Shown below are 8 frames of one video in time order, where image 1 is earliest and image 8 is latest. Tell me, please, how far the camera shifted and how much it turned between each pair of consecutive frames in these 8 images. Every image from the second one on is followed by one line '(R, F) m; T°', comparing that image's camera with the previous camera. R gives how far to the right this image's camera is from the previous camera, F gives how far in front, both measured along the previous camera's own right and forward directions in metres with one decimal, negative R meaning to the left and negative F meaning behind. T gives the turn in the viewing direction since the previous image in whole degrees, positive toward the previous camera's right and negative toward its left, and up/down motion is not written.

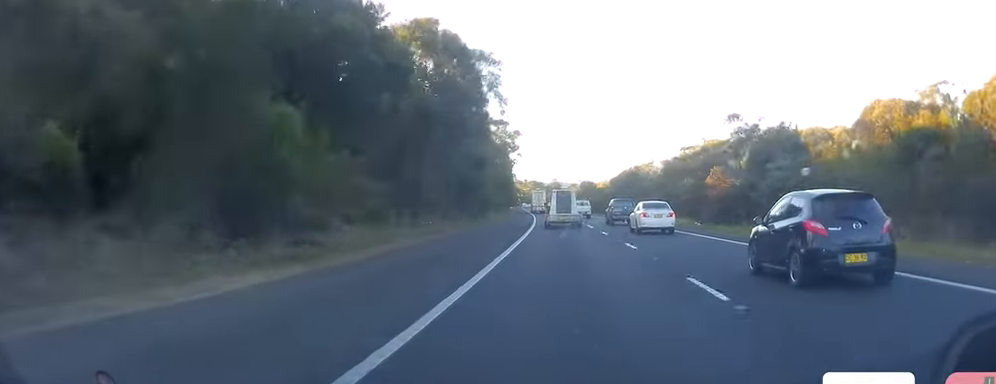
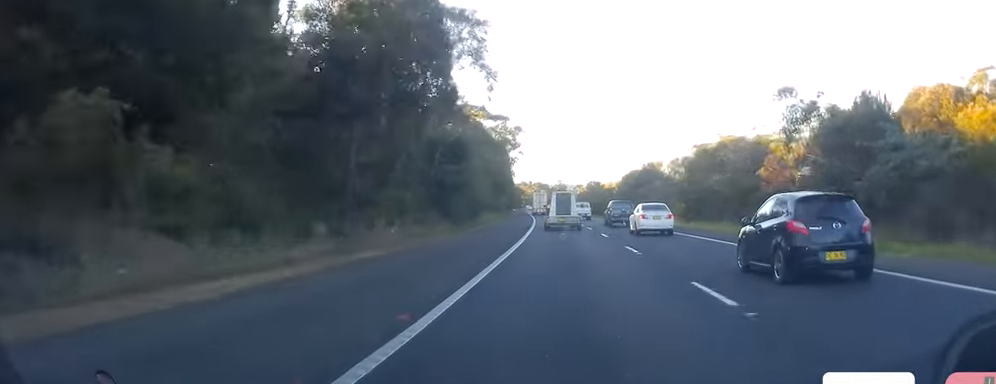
(+0.5, +12.7) m; 0°
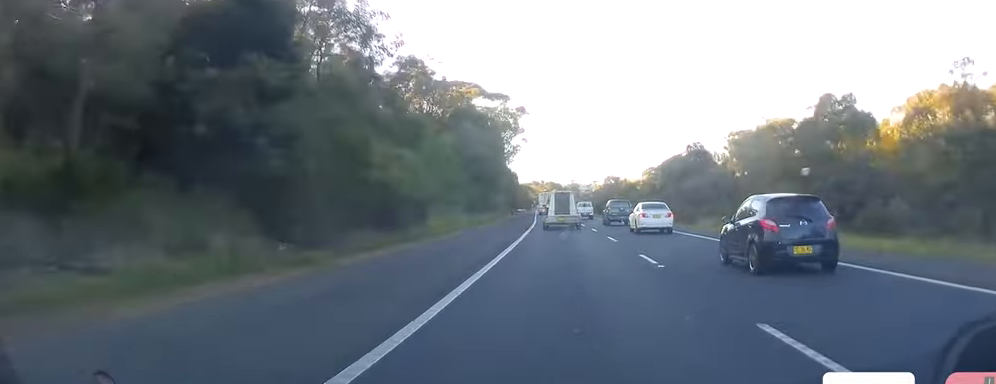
(-1.0, +28.6) m; -1°
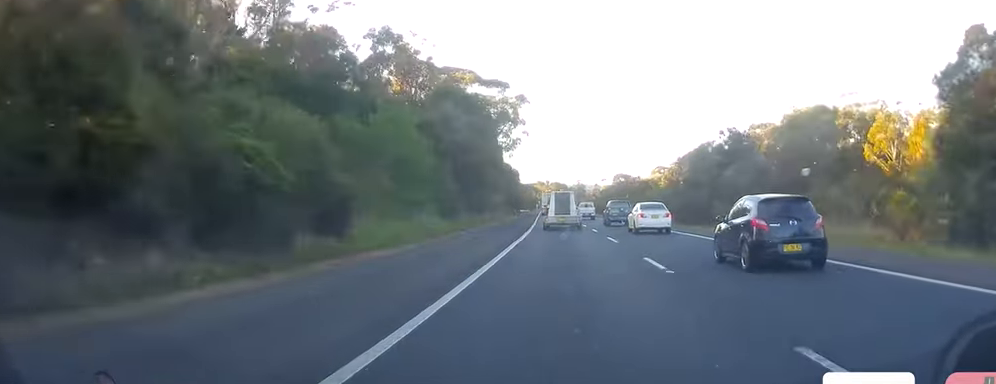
(+0.3, +13.3) m; 0°
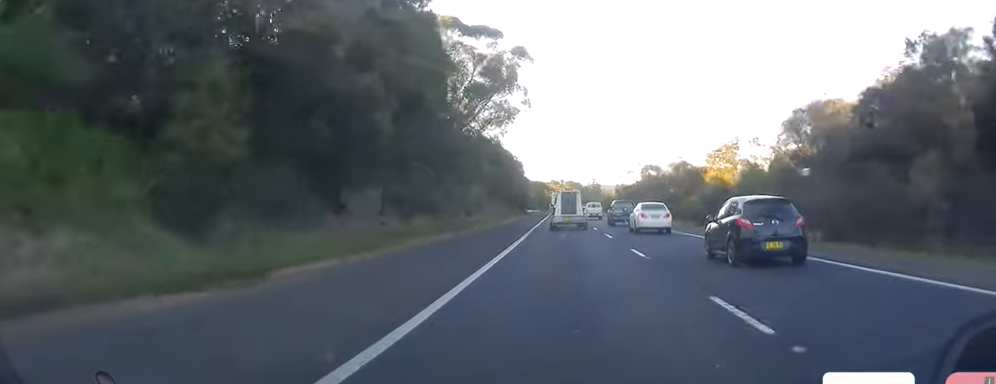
(-0.2, +32.1) m; -2°
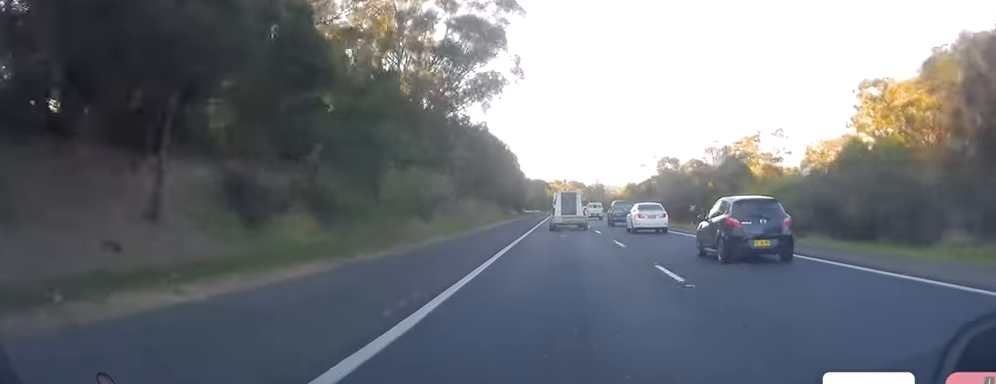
(-0.2, +18.8) m; -1°
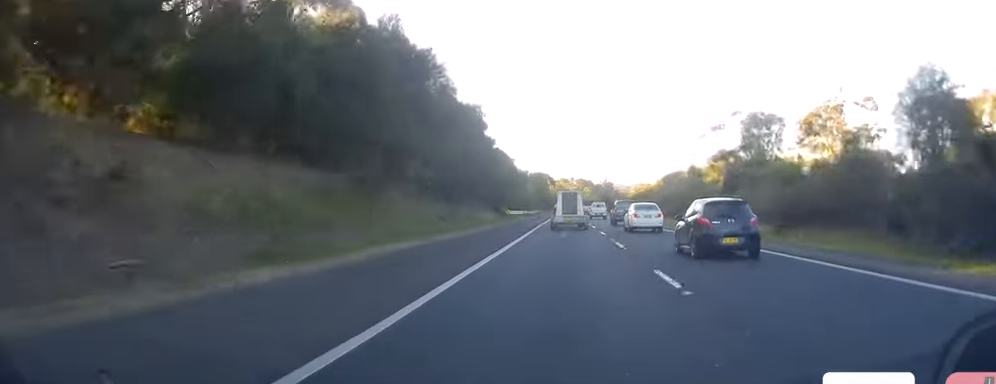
(-0.2, +49.6) m; -1°
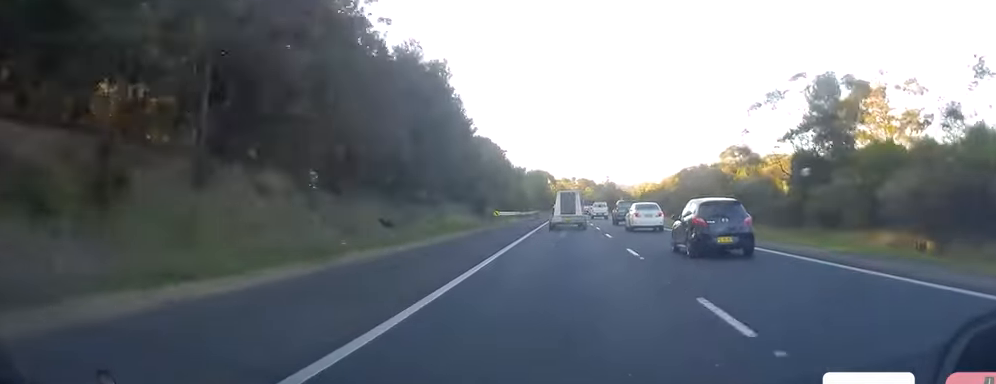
(-0.2, +16.6) m; 0°
